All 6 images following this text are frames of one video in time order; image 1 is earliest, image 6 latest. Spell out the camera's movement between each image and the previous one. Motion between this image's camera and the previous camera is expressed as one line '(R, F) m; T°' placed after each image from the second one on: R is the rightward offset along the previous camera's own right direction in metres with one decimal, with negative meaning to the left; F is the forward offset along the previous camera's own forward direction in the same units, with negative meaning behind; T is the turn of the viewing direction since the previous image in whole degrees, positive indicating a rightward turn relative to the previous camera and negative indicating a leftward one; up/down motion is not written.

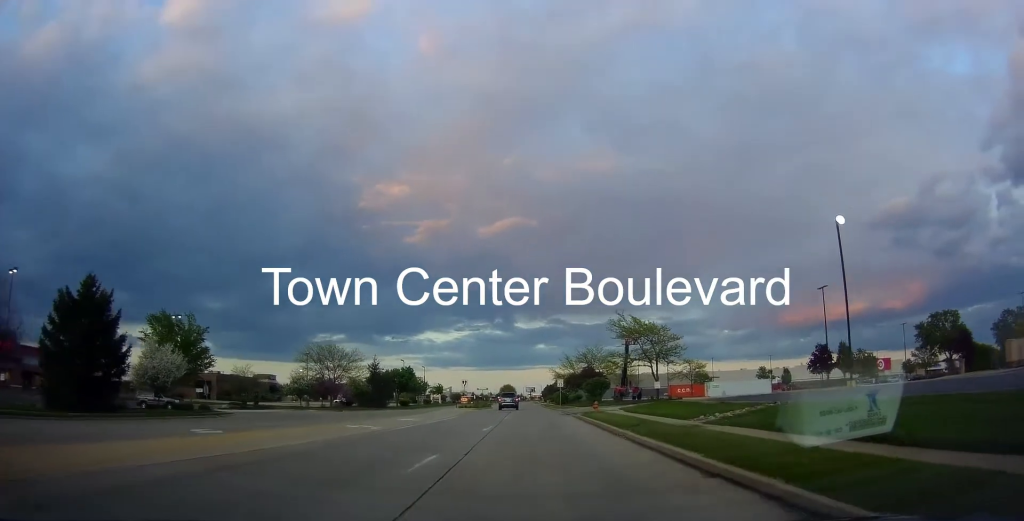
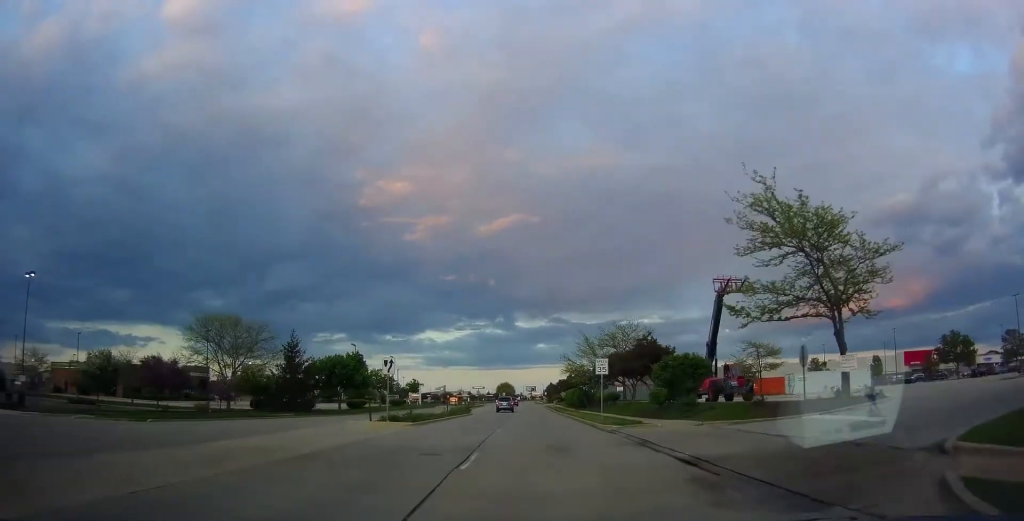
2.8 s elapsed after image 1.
(+2.3, +33.6) m; +3°
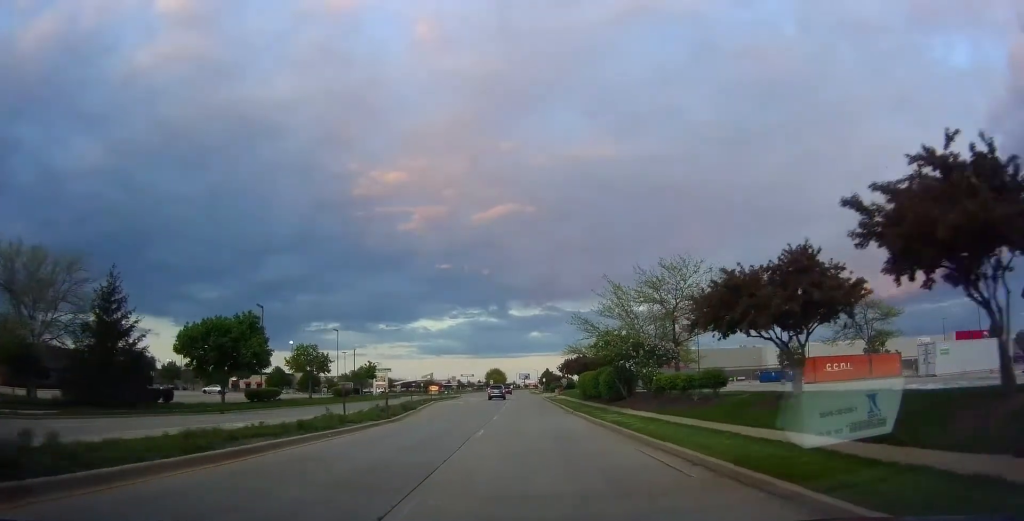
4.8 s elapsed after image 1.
(-0.9, +30.4) m; -2°
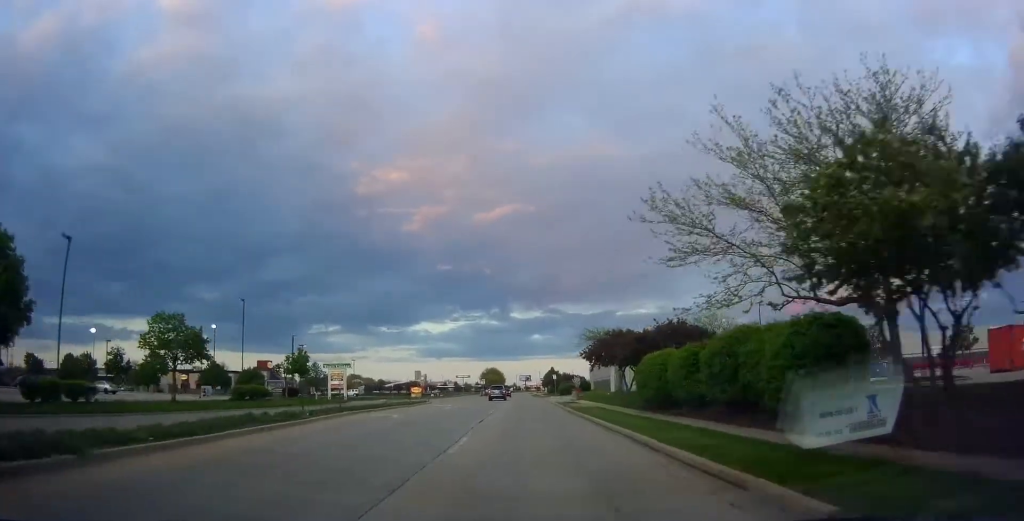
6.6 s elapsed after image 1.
(-0.9, +29.6) m; -2°
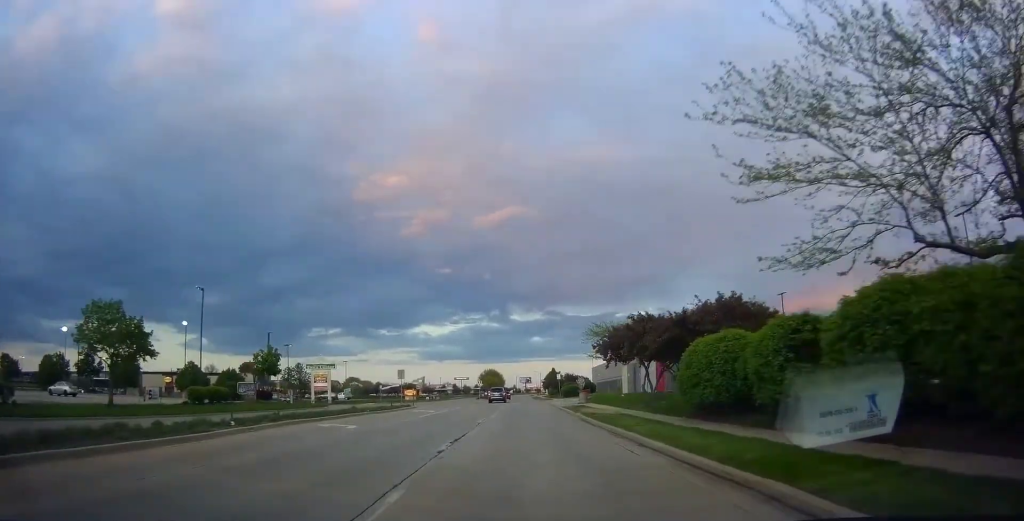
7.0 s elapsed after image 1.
(0.0, +7.8) m; +1°
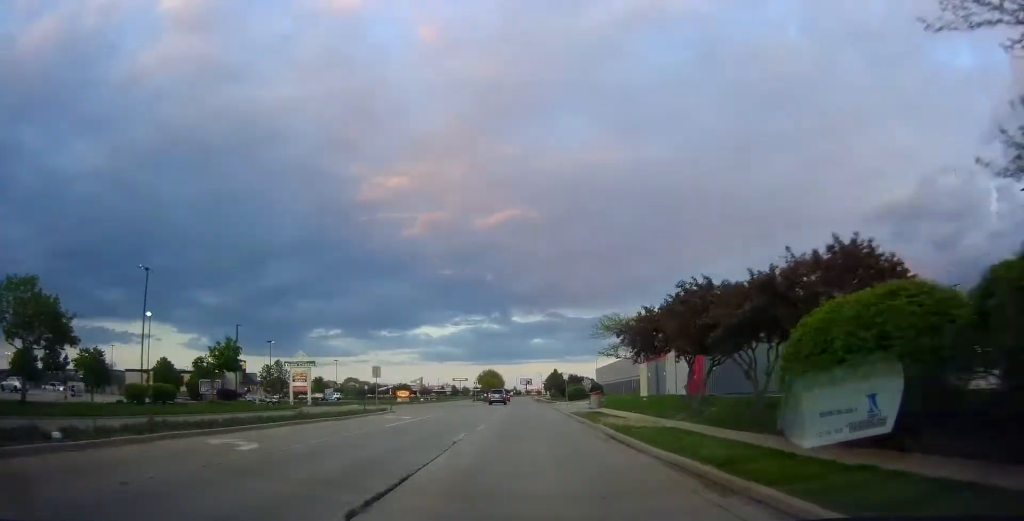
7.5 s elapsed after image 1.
(-0.1, +8.3) m; +1°
